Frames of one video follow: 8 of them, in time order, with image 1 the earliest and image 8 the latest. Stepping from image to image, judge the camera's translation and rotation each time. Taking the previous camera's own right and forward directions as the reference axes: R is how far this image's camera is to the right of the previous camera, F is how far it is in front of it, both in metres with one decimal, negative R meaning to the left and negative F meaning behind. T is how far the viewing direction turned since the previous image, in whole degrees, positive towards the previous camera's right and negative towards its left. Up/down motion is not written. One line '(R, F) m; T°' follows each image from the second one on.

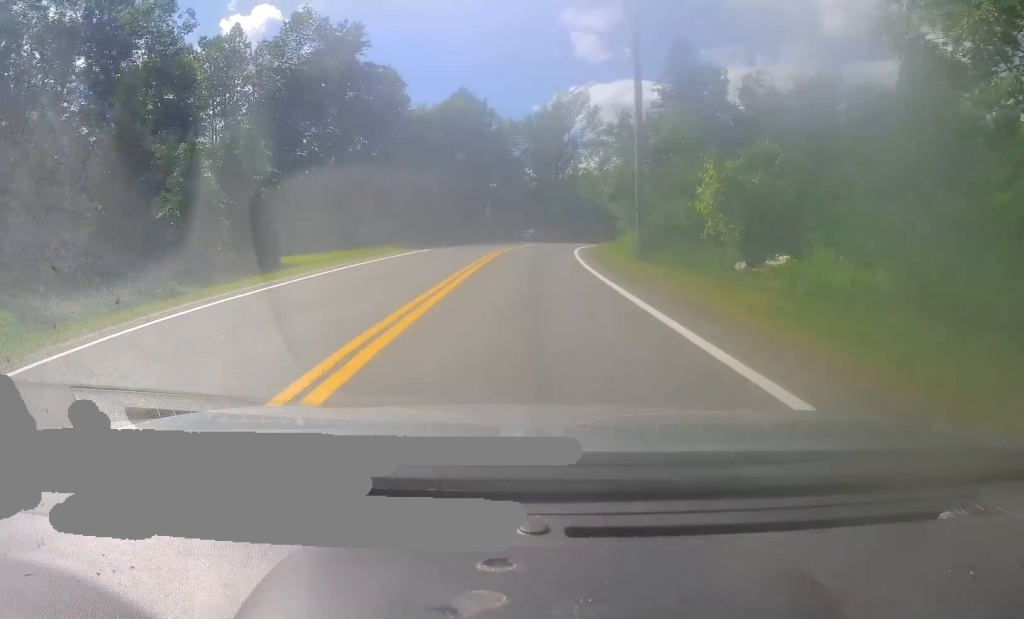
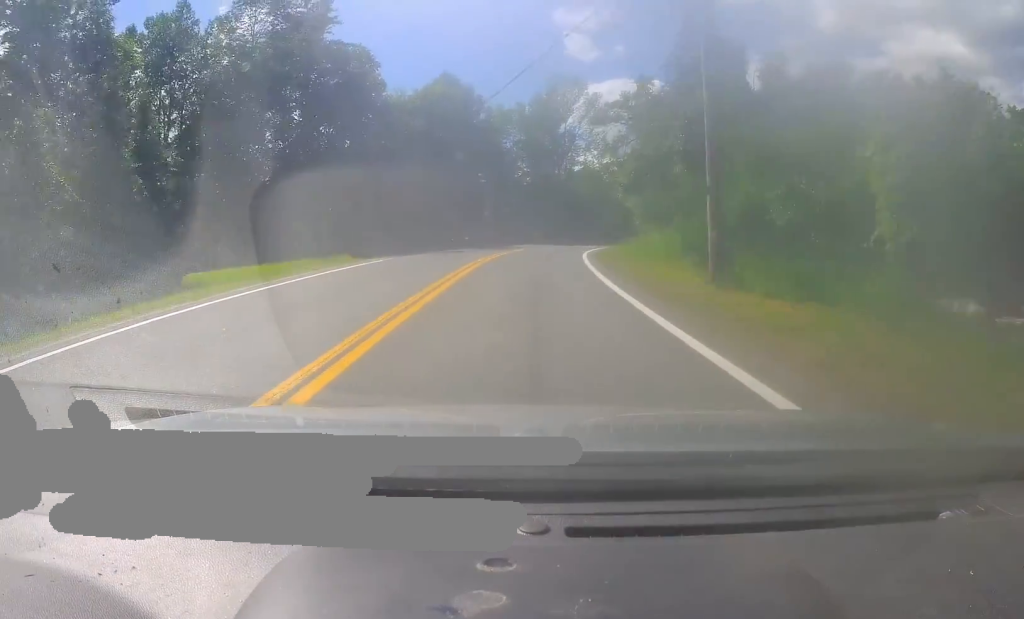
(+0.1, +9.8) m; +1°
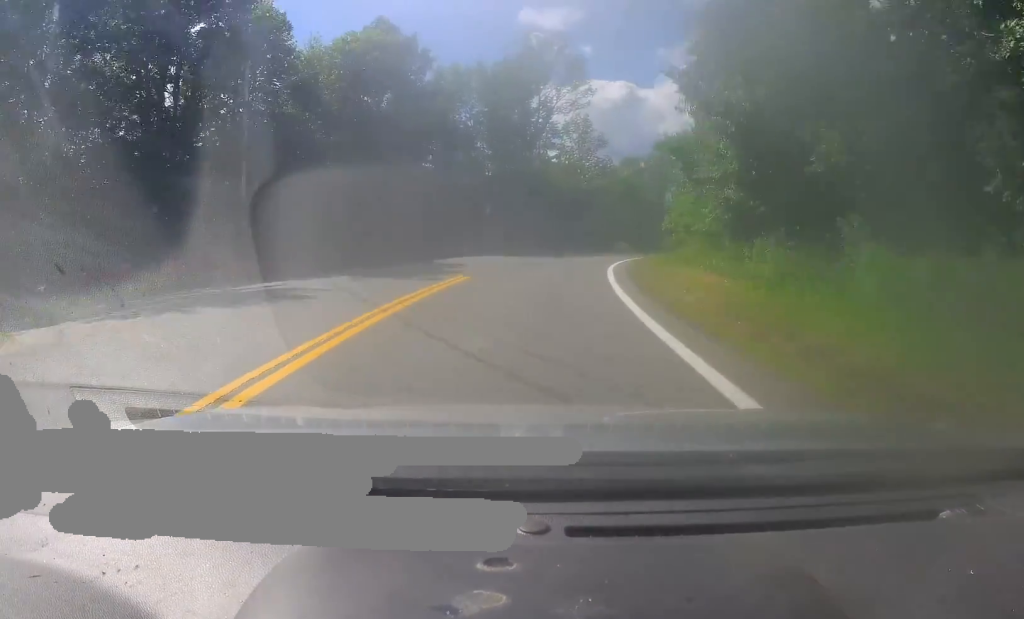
(+0.5, +22.1) m; -1°
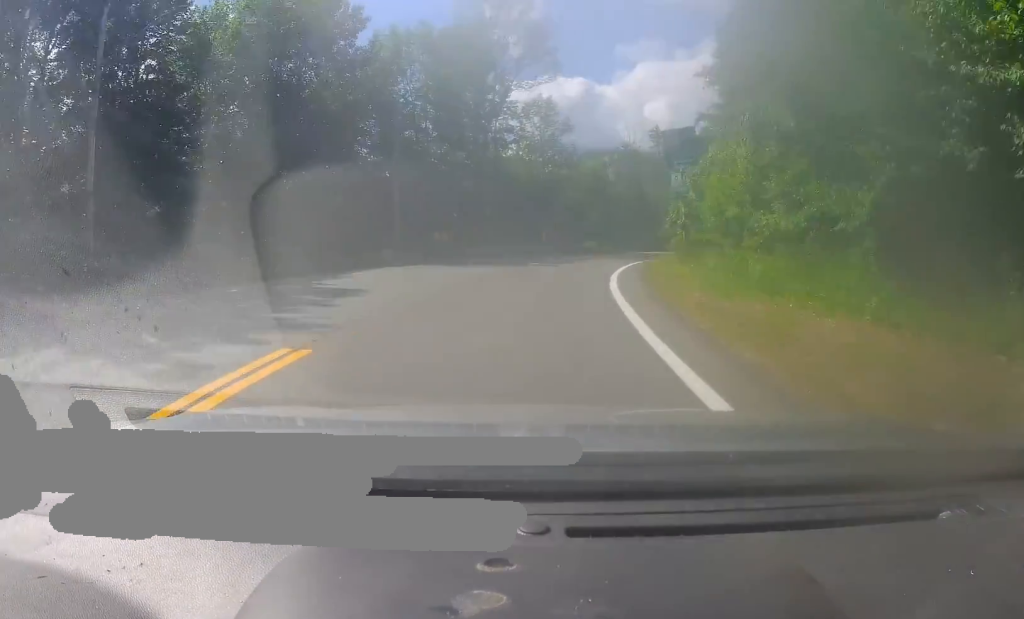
(-0.5, +11.4) m; +2°
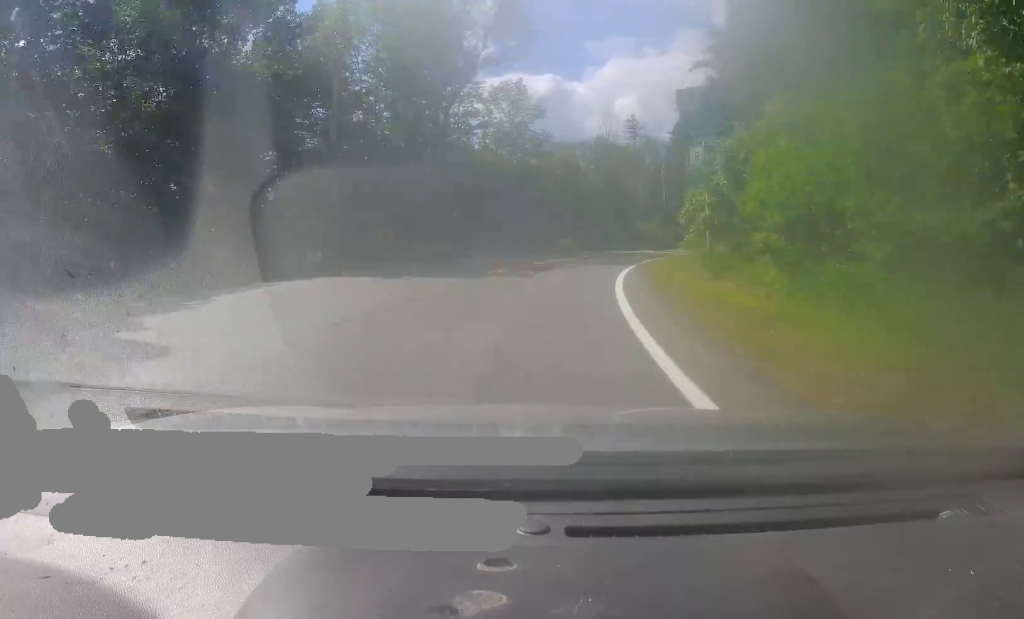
(-0.5, +7.6) m; +1°
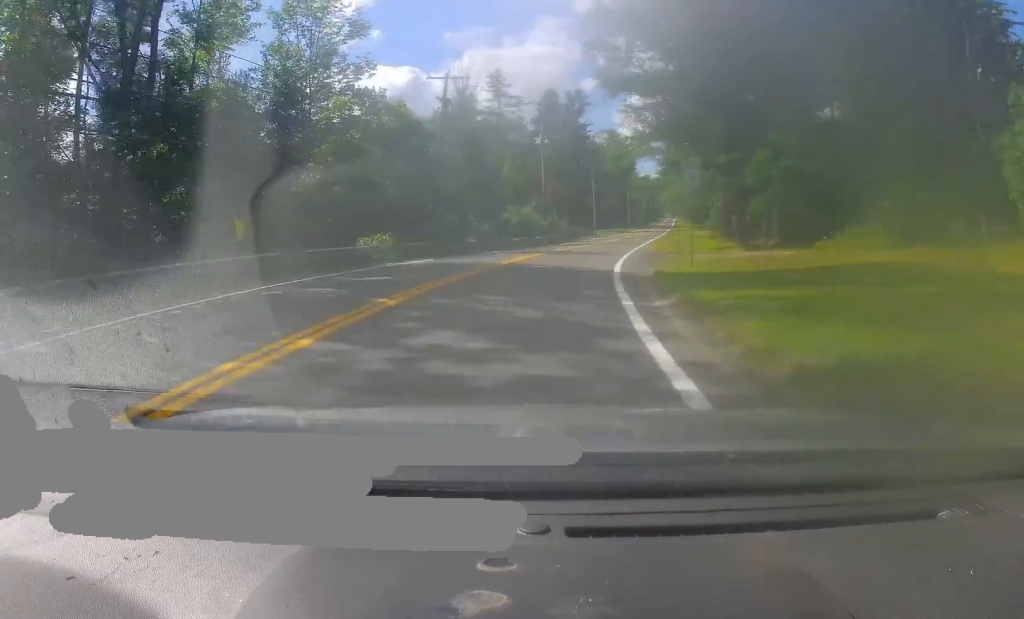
(+3.9, +28.1) m; +13°
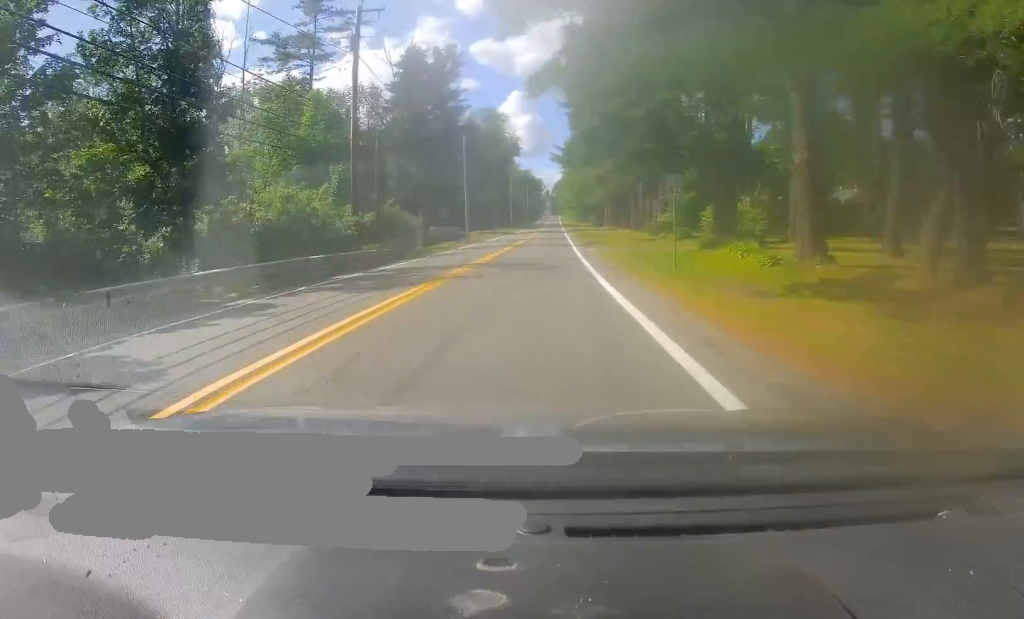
(+4.2, +35.7) m; +12°
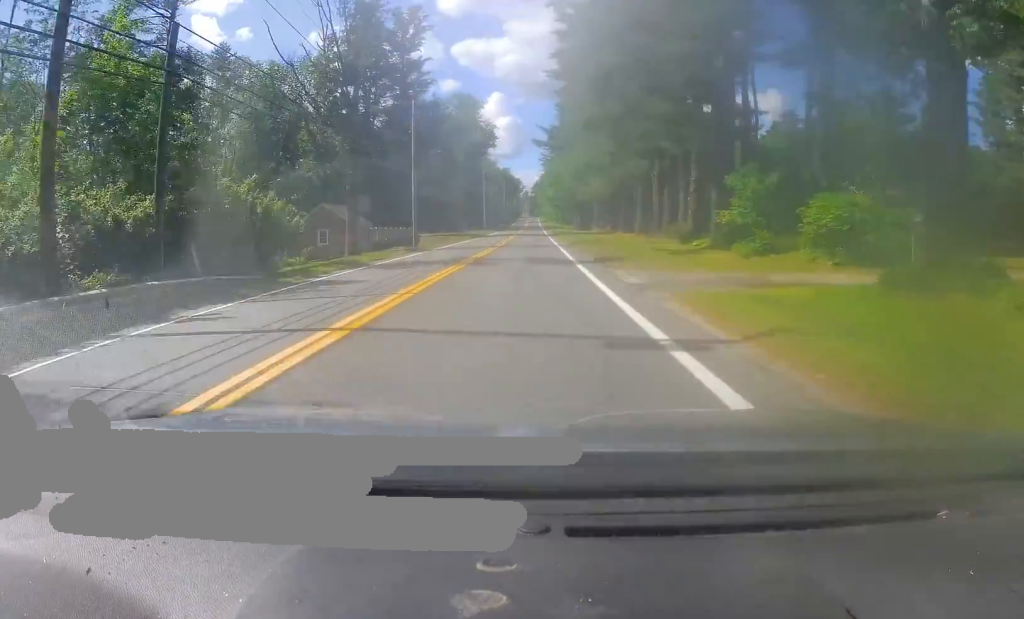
(+0.8, +19.8) m; +3°
